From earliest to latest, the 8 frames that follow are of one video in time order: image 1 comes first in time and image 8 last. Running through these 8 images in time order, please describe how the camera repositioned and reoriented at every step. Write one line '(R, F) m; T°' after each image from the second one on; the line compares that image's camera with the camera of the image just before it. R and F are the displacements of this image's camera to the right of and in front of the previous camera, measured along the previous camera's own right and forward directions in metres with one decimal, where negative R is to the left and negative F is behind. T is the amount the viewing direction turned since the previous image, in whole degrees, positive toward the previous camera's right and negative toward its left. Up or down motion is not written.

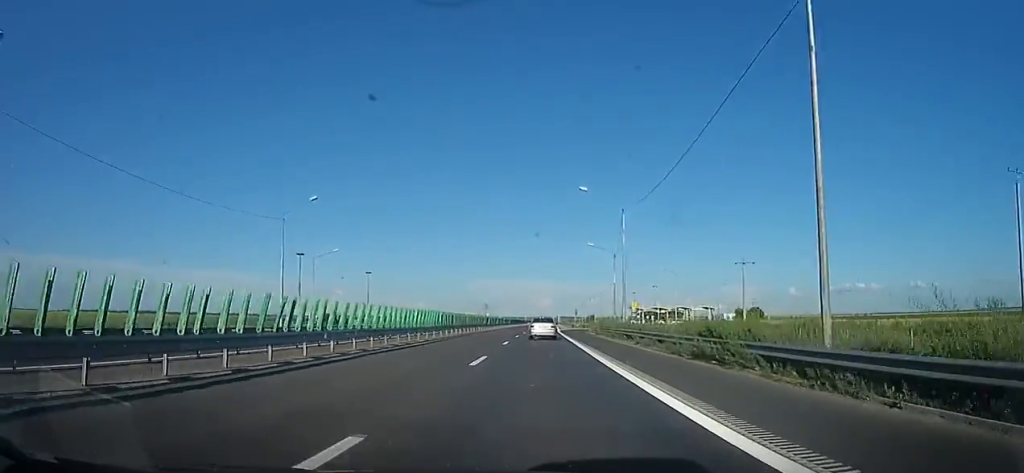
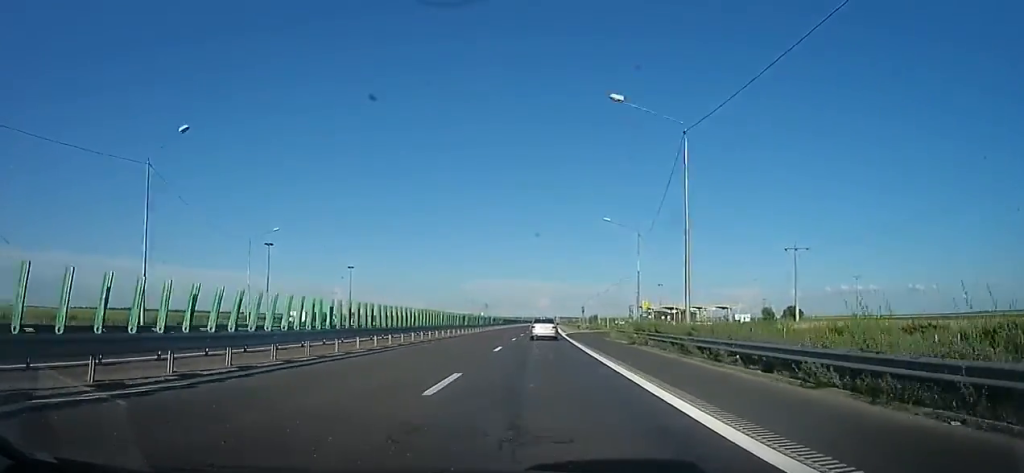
(0.0, +17.7) m; +1°
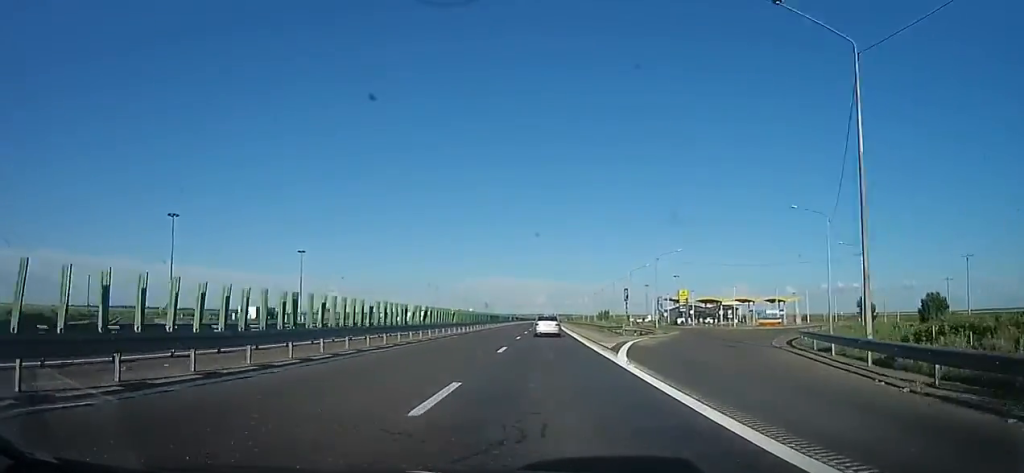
(+0.8, +37.7) m; +2°
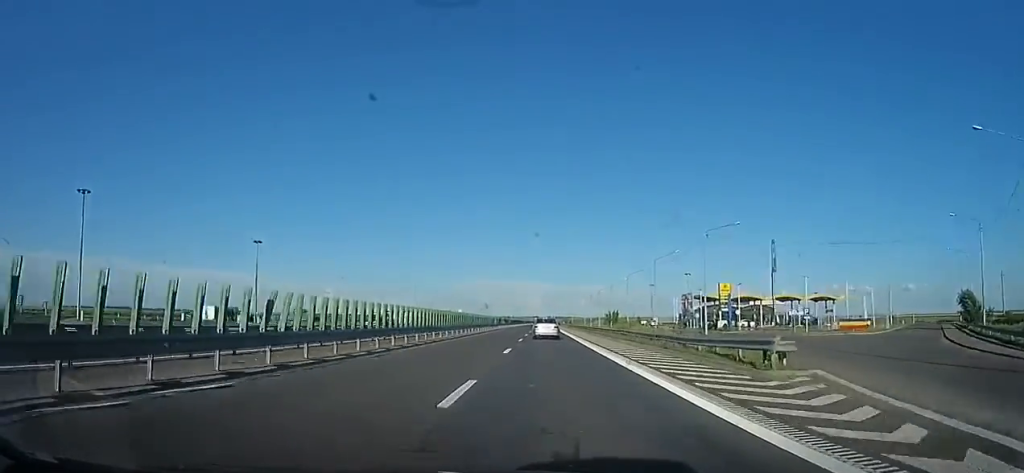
(+0.9, +23.3) m; 0°
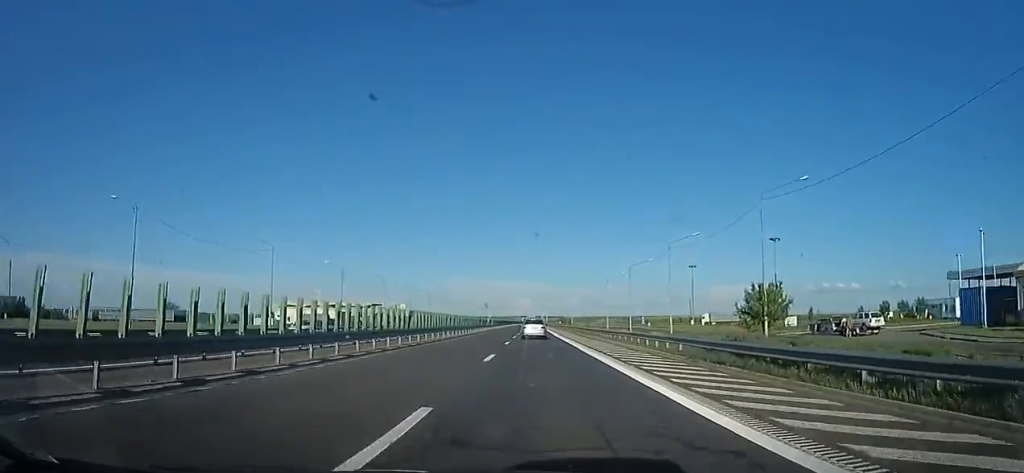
(-1.4, +86.5) m; 0°
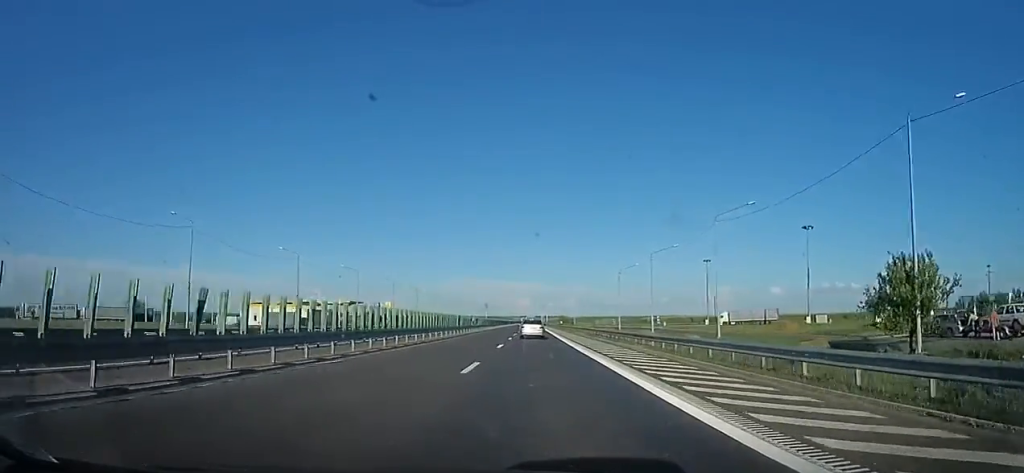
(0.0, +15.8) m; 0°
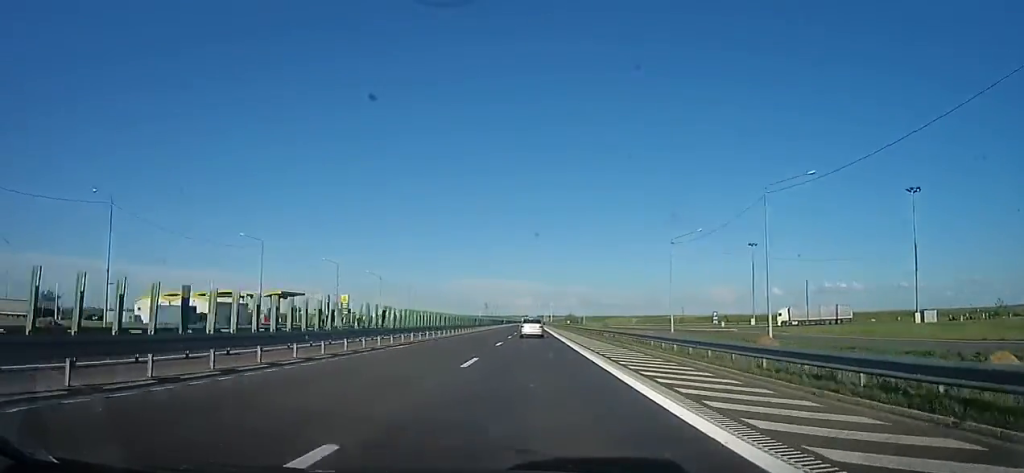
(-0.8, +34.1) m; 0°
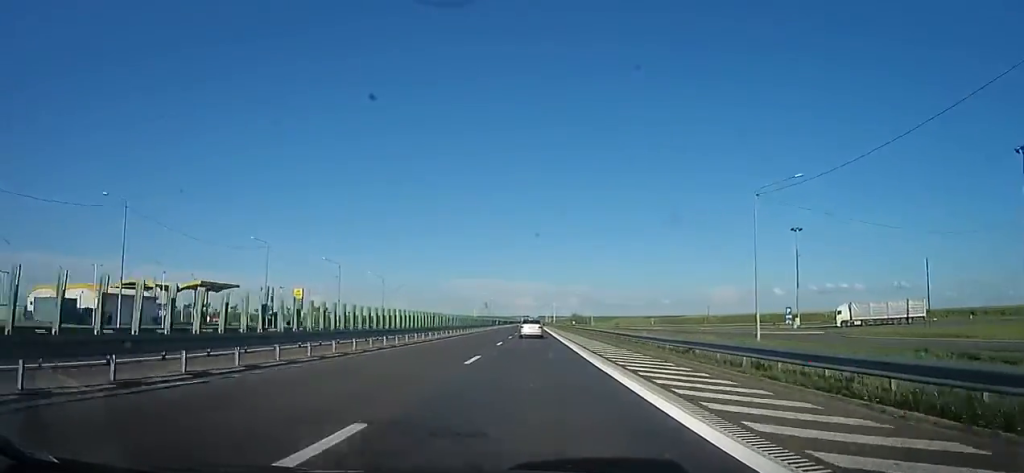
(+1.0, +22.7) m; 0°
